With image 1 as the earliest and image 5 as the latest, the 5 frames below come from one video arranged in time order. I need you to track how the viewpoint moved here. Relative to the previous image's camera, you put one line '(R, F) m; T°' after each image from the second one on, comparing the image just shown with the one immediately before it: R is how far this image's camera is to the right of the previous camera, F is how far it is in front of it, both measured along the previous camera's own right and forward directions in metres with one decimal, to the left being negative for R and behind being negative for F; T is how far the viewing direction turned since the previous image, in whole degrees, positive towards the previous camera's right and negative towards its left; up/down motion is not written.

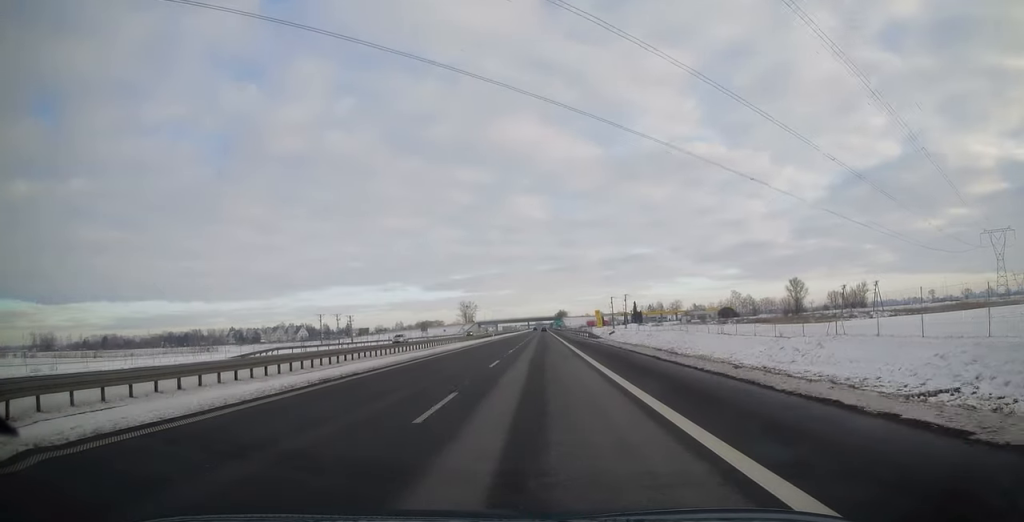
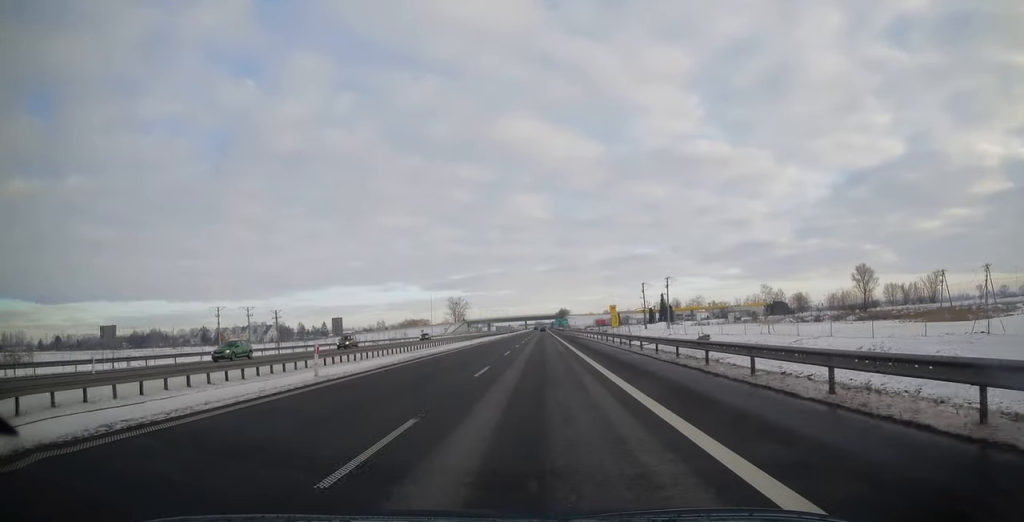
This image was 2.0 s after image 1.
(-0.1, +63.3) m; -1°
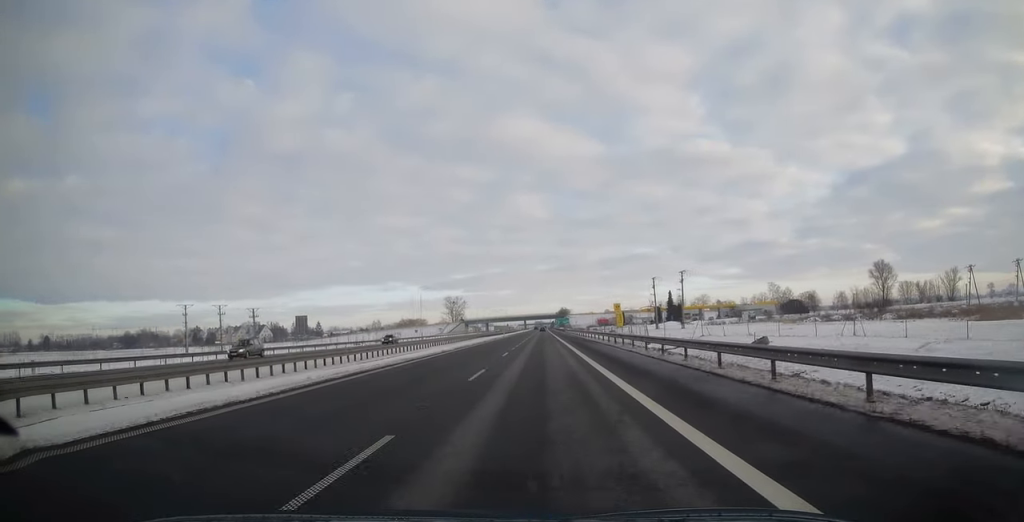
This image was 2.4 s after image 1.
(0.0, +13.2) m; 0°
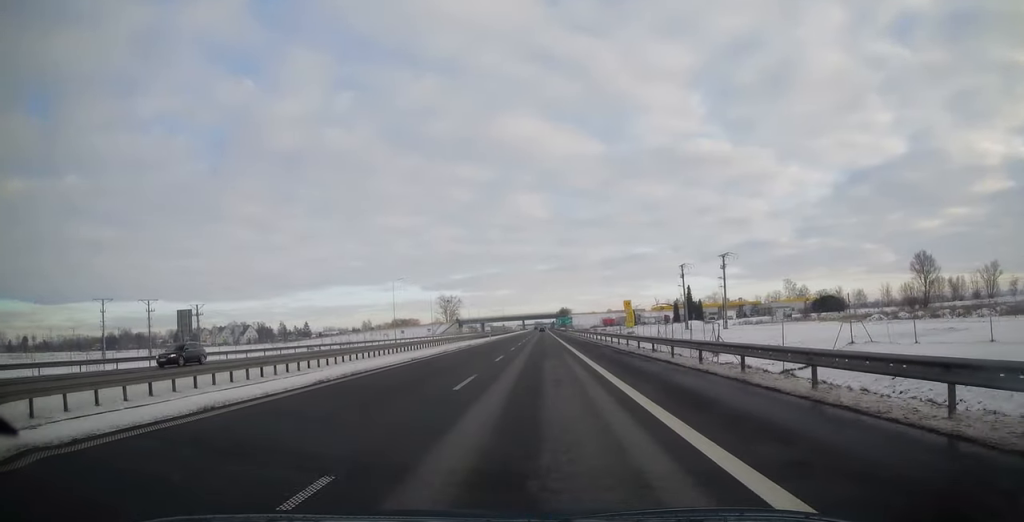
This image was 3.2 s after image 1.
(0.0, +26.0) m; 0°
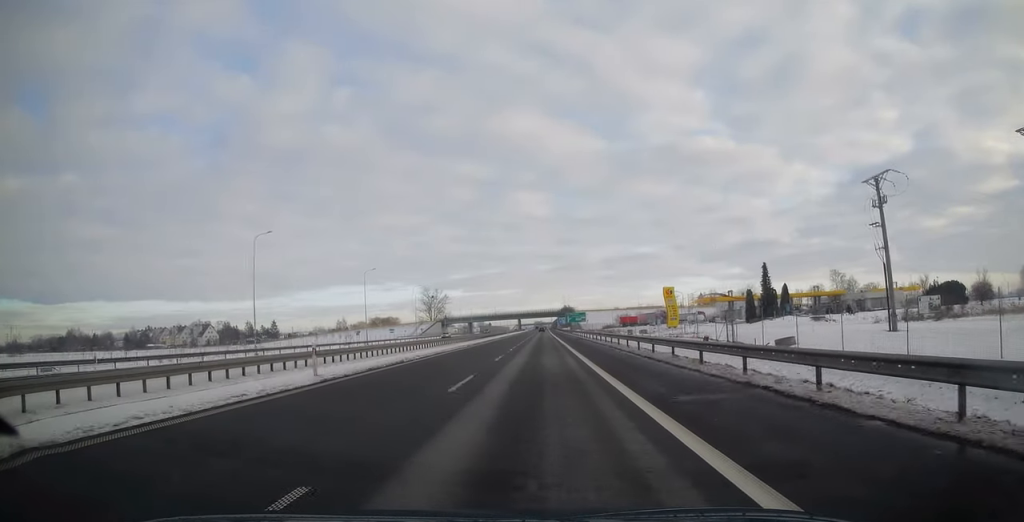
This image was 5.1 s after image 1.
(+0.1, +60.0) m; +1°
